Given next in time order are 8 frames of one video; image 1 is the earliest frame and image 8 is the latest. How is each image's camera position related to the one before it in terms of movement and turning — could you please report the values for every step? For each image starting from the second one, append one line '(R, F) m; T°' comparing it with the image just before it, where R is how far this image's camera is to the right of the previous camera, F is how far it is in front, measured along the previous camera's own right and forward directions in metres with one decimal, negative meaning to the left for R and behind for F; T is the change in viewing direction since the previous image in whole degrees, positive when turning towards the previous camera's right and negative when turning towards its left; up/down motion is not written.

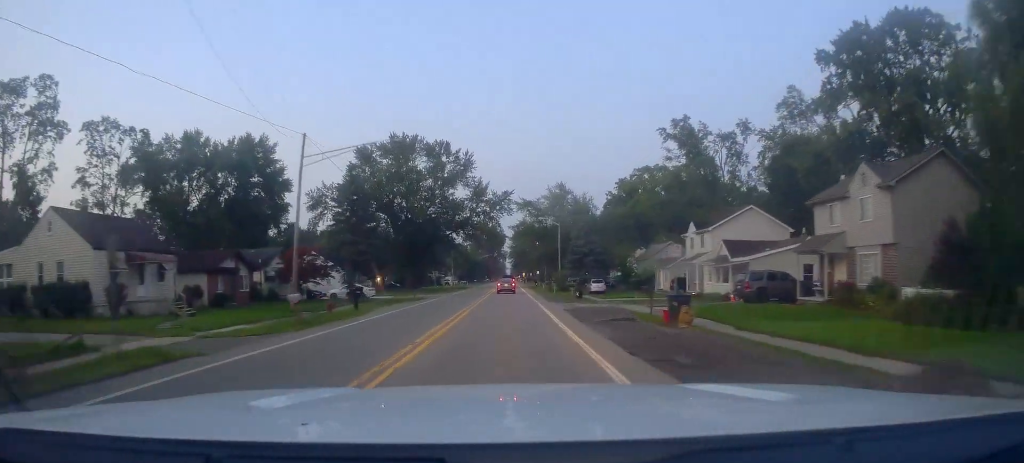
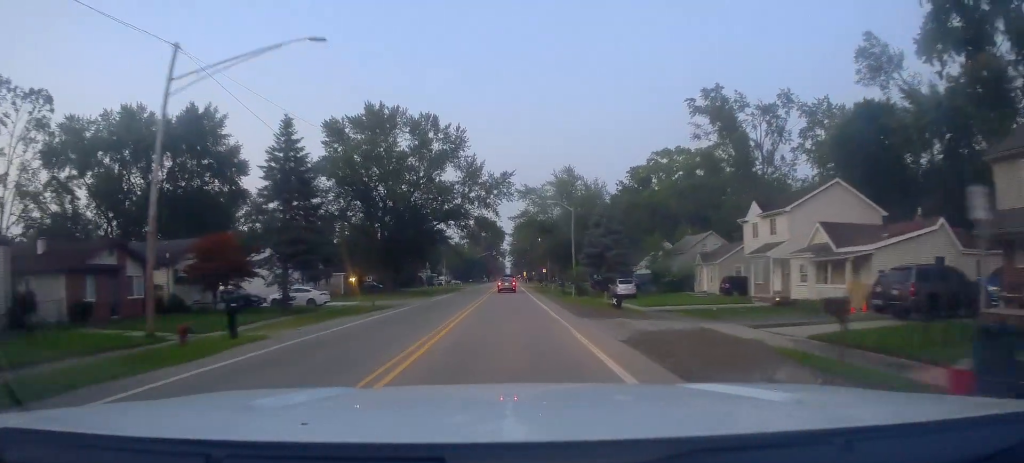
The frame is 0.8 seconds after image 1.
(+0.2, +15.0) m; -1°
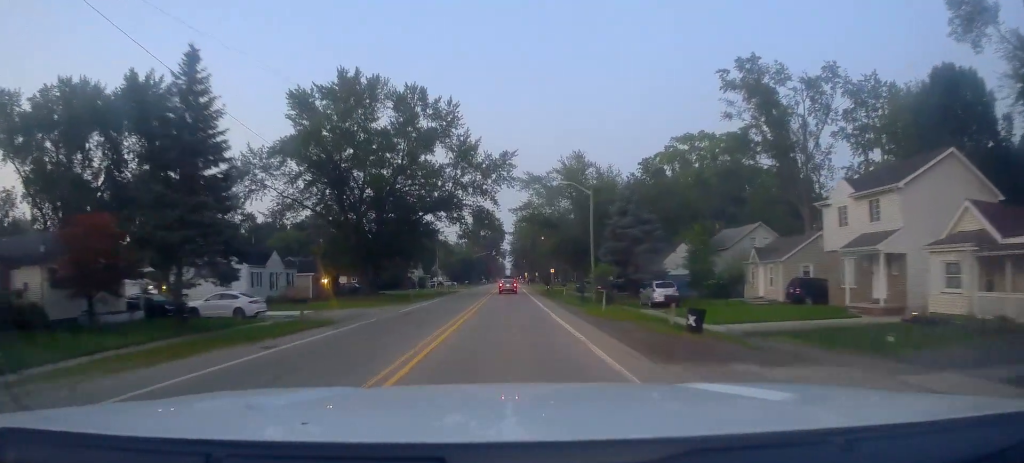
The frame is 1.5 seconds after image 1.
(-0.5, +11.9) m; -1°
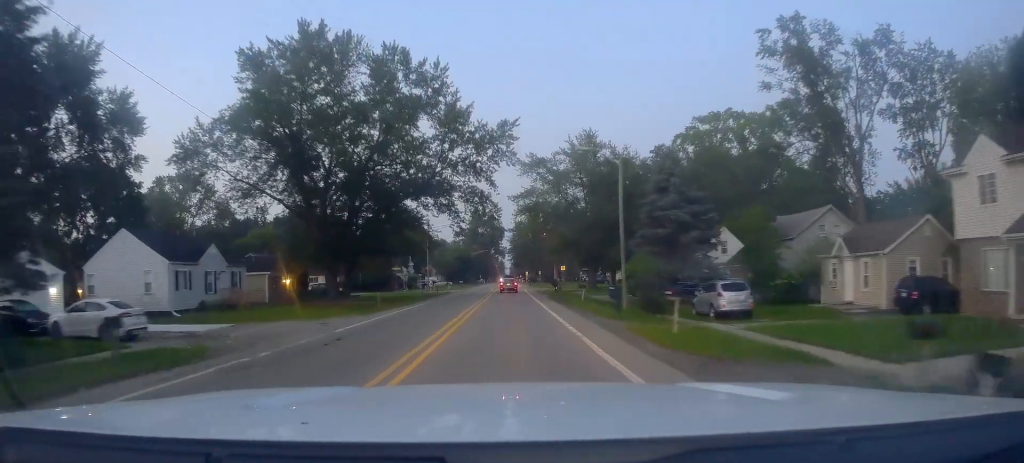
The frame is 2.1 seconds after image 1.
(+0.1, +11.5) m; +1°
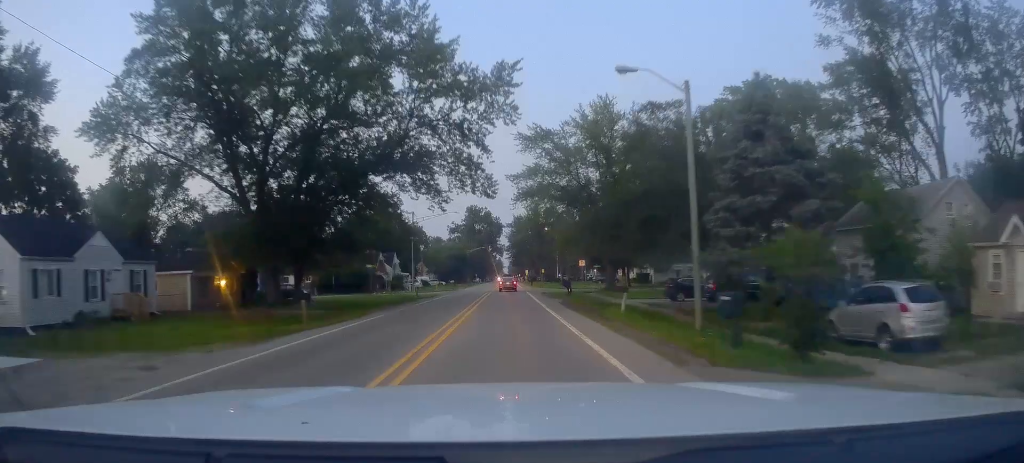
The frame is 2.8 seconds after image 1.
(+0.2, +12.7) m; +1°
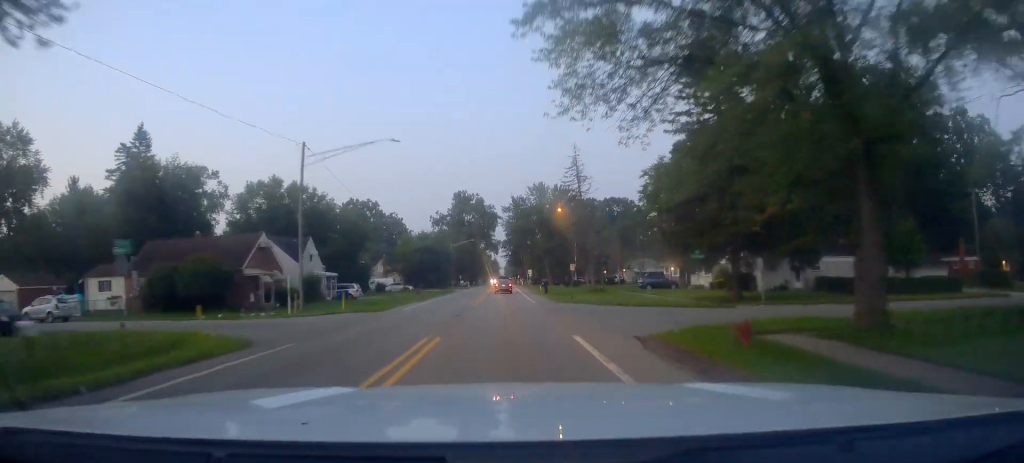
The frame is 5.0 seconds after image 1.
(-0.6, +40.1) m; -1°
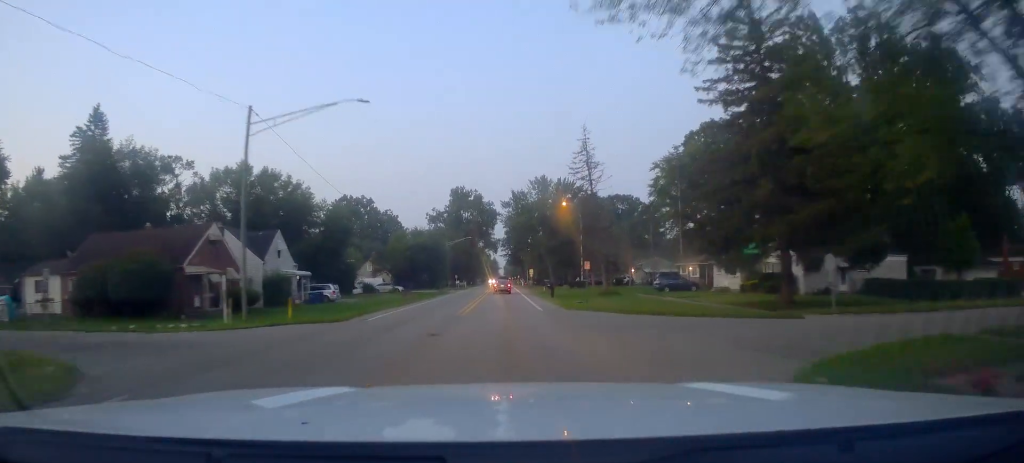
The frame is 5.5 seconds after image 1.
(+0.4, +8.1) m; 0°
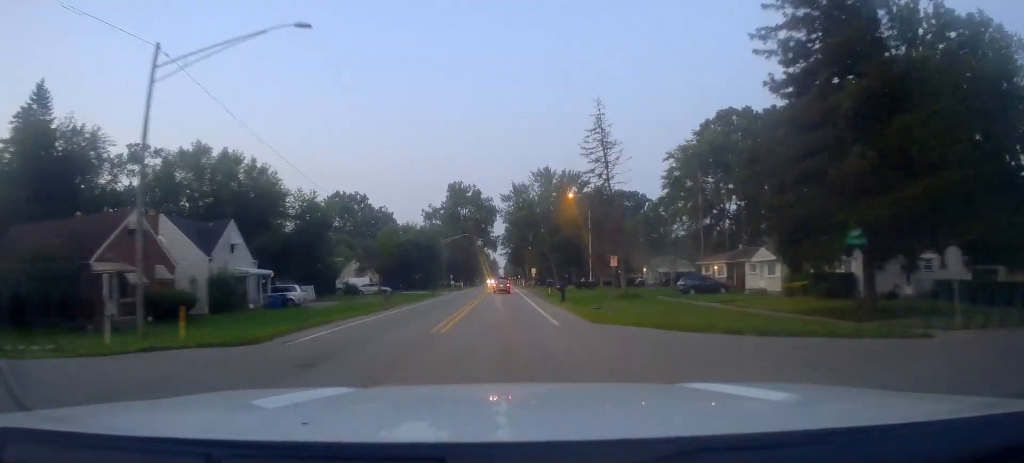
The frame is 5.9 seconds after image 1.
(0.0, +8.8) m; 0°
